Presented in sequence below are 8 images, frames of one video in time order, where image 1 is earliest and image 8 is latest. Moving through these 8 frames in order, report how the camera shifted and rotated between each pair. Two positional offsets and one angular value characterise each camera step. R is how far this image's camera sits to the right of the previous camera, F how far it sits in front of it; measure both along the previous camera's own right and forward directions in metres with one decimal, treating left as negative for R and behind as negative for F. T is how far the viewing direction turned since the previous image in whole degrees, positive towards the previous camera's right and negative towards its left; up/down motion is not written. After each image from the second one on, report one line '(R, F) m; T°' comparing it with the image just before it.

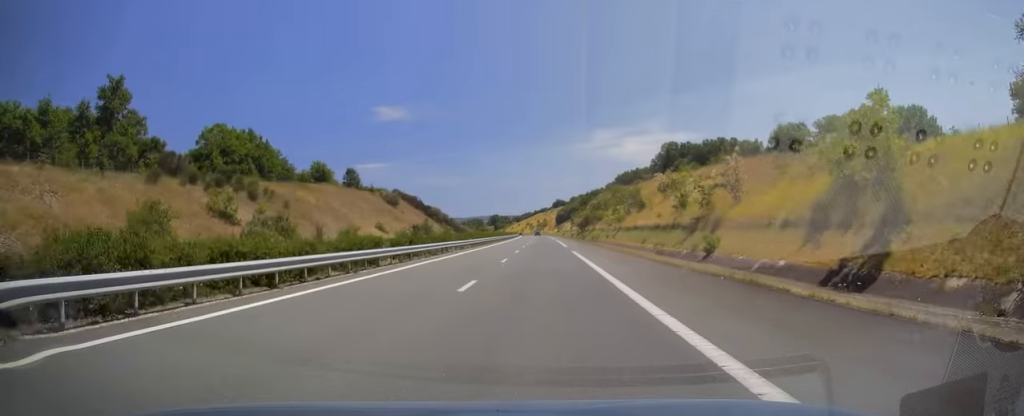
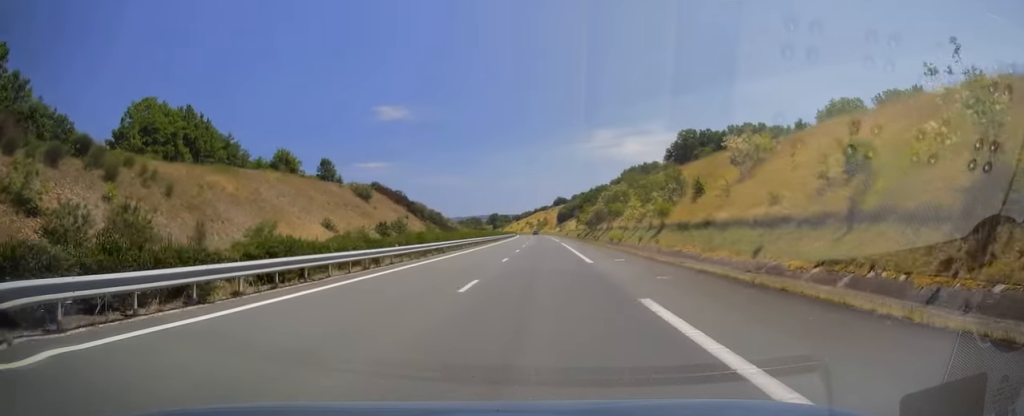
(-0.1, +26.1) m; 0°
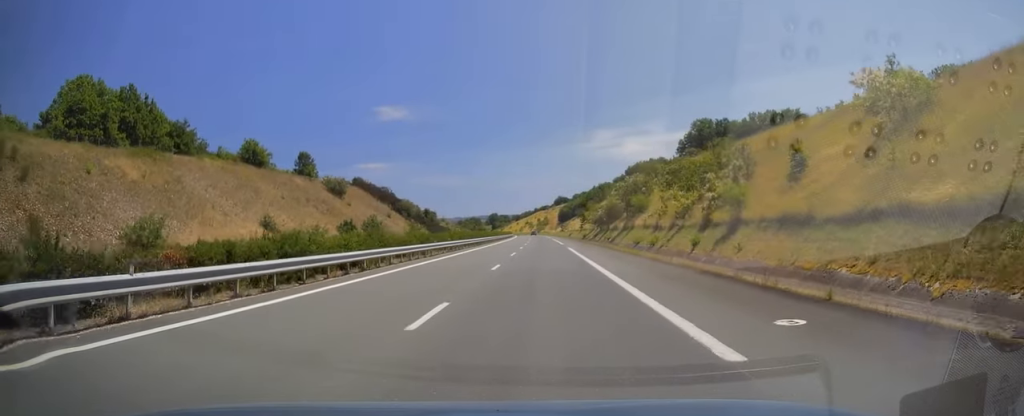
(+0.3, +18.2) m; 0°
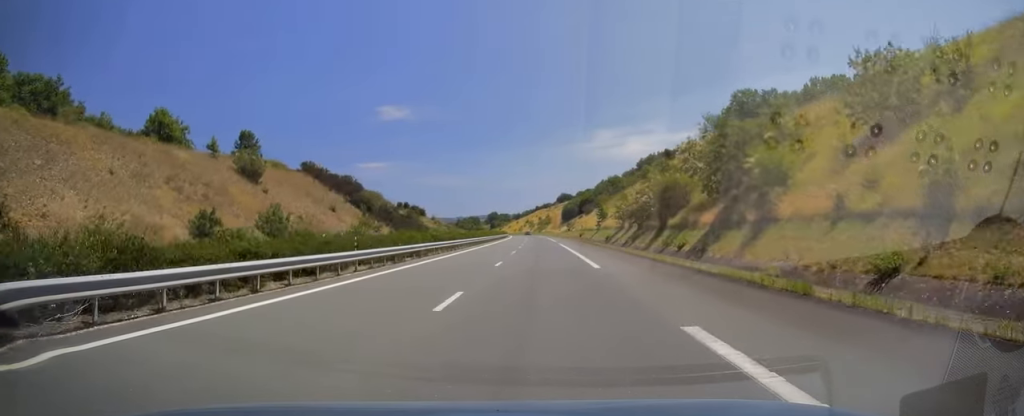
(-0.3, +36.9) m; 0°
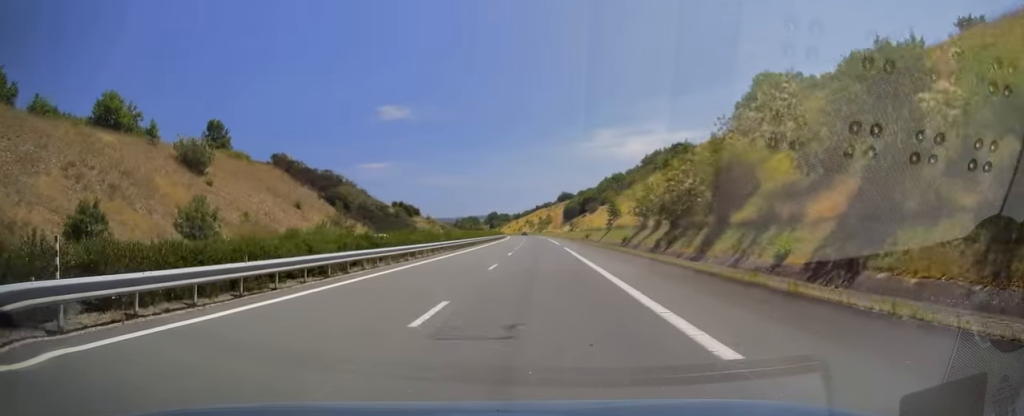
(+0.2, +14.8) m; 0°
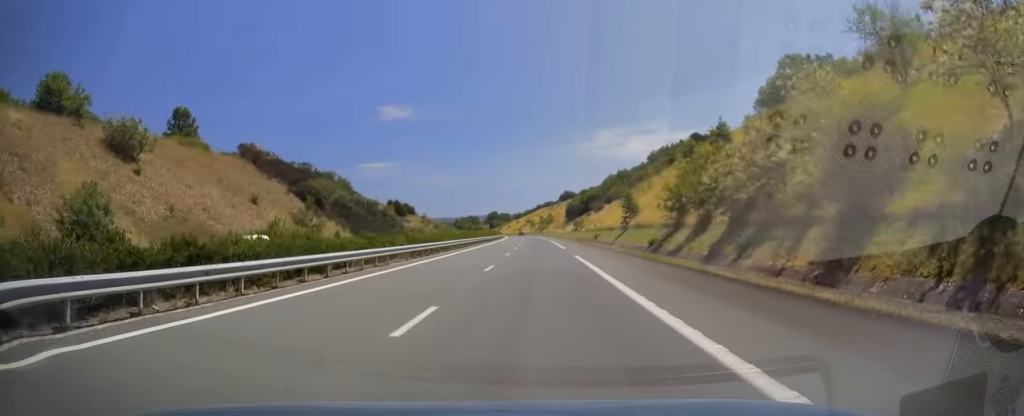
(+0.1, +13.8) m; 0°
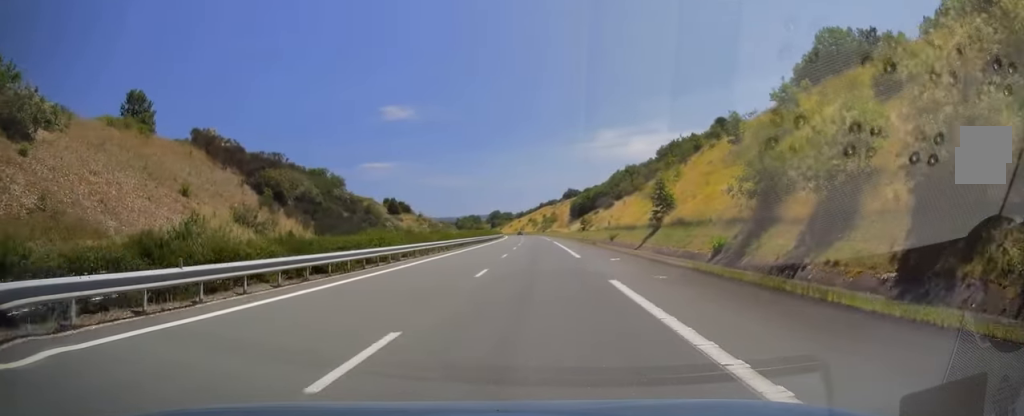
(-0.2, +15.7) m; 0°
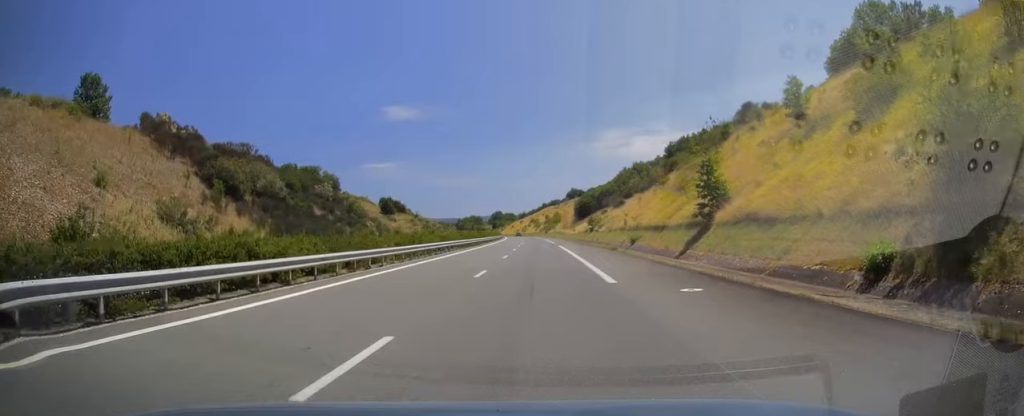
(-0.1, +13.3) m; 0°
